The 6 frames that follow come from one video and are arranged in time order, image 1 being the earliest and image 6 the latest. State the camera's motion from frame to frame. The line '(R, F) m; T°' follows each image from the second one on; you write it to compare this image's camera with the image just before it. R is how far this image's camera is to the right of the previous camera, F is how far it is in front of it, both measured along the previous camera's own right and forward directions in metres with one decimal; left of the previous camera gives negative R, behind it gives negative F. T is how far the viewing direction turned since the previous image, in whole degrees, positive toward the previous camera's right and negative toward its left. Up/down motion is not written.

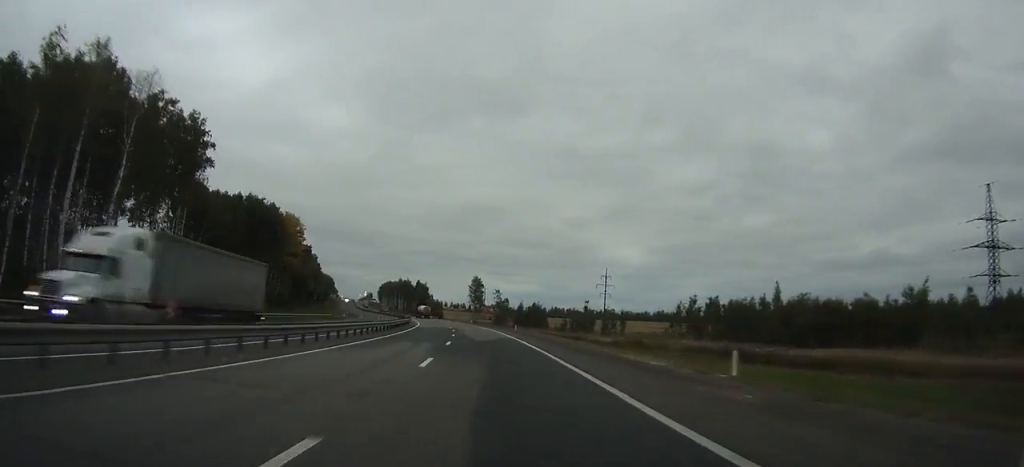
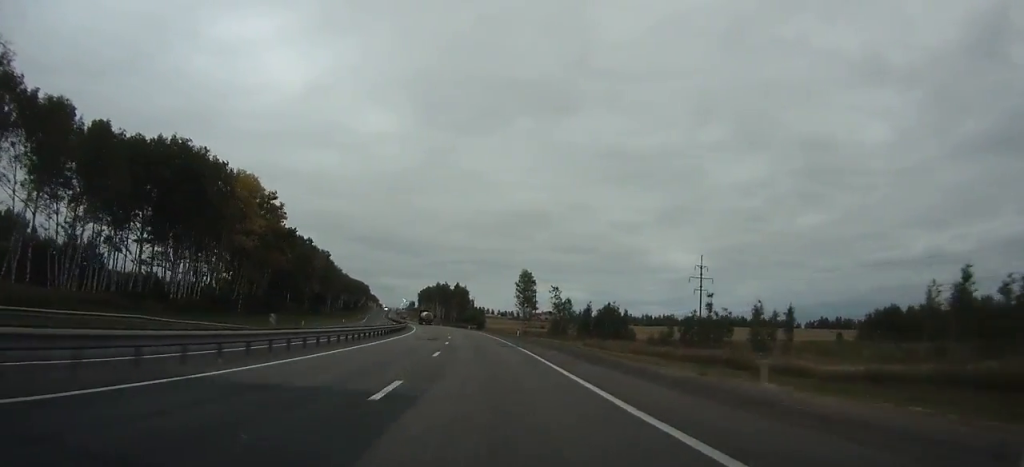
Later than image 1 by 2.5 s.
(-2.3, +52.6) m; -5°
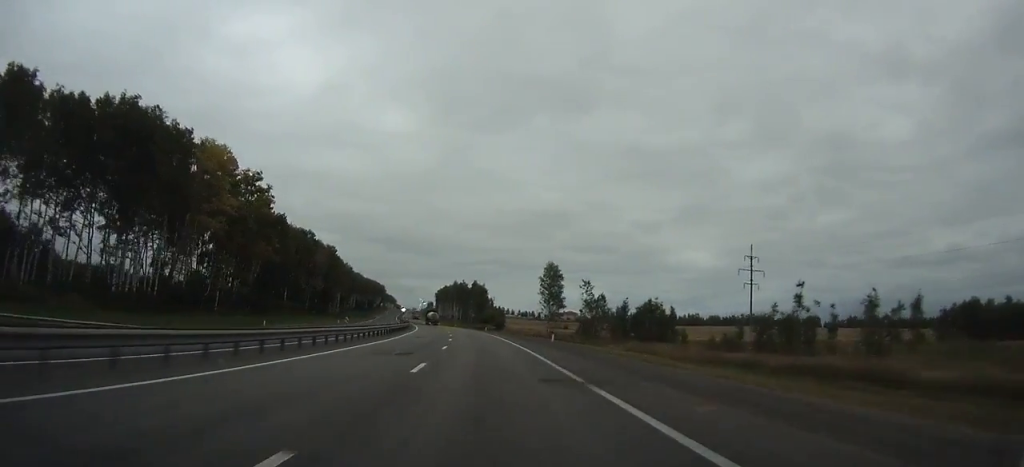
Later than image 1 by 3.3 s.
(-0.1, +18.7) m; -2°
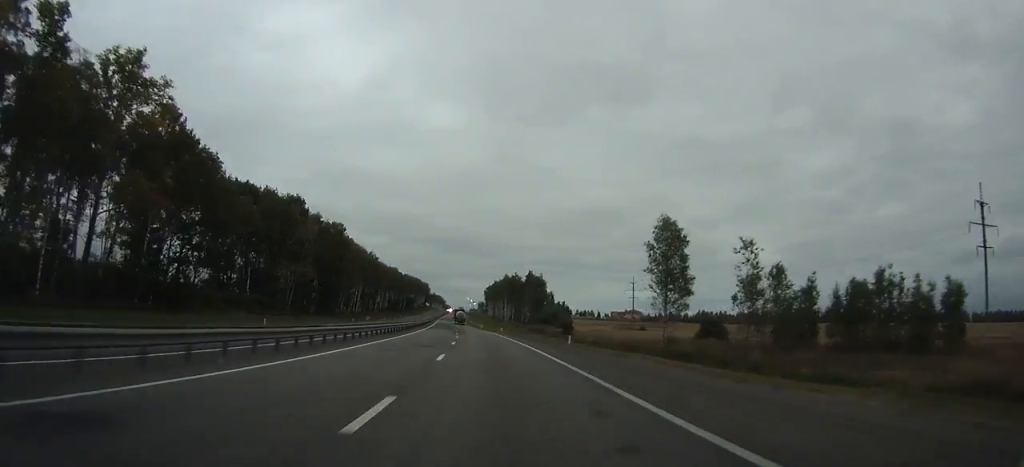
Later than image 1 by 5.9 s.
(-2.6, +55.6) m; -5°
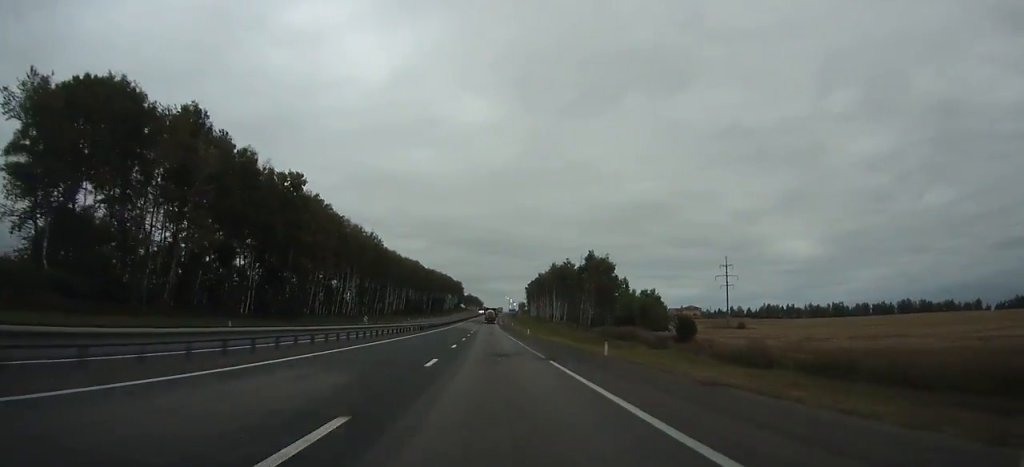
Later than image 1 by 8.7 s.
(-3.0, +62.2) m; -5°
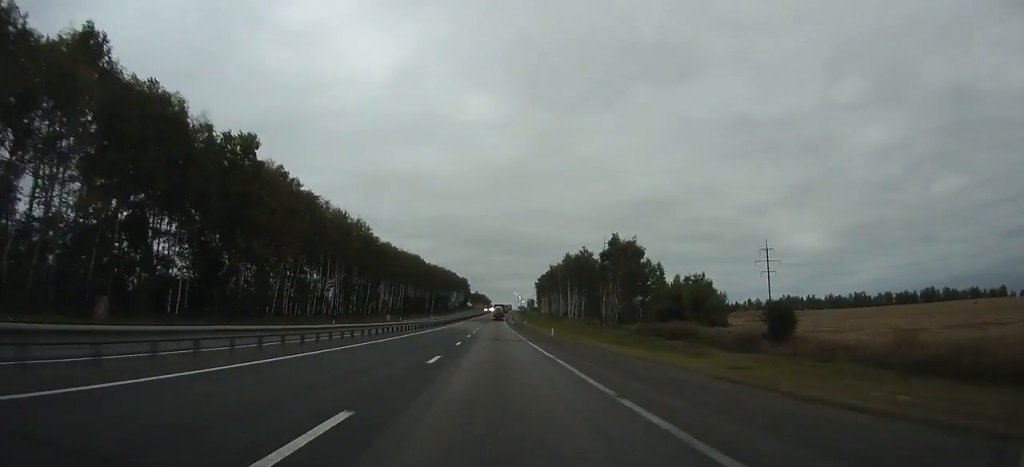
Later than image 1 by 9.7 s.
(-0.1, +23.7) m; -1°
